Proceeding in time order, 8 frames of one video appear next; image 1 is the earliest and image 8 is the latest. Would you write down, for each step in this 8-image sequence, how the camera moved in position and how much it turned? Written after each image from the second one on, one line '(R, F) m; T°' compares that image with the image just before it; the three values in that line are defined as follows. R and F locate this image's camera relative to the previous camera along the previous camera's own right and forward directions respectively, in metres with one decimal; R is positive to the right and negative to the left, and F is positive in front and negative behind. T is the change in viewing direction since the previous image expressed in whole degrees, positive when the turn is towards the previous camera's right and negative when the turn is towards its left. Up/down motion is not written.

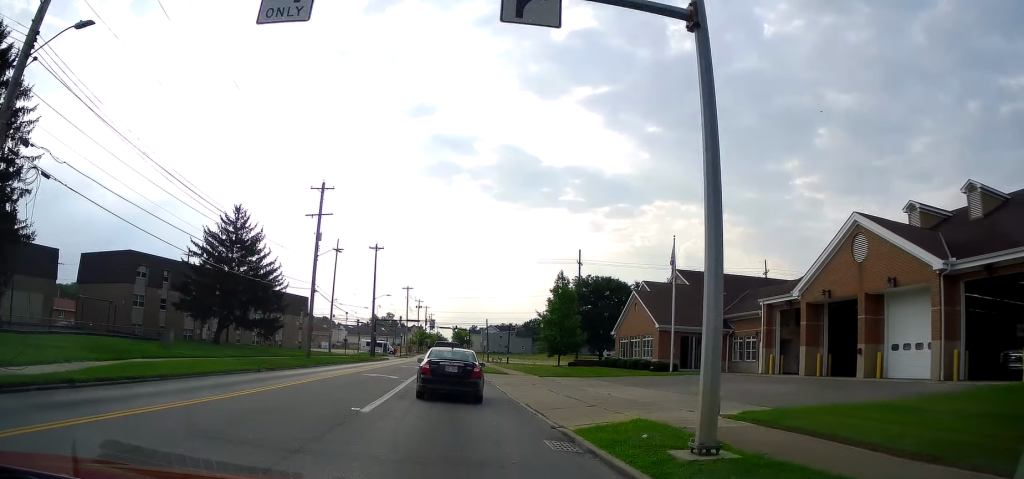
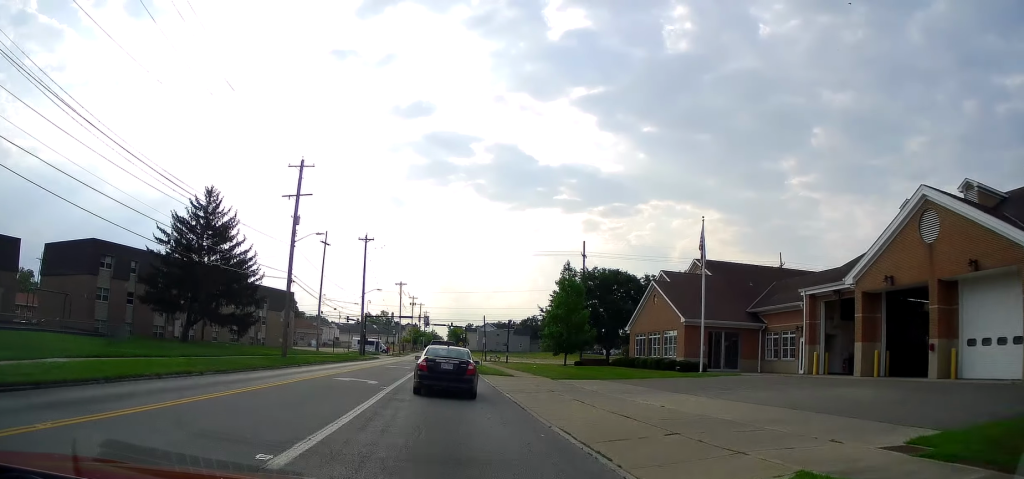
(+0.3, +6.4) m; 0°
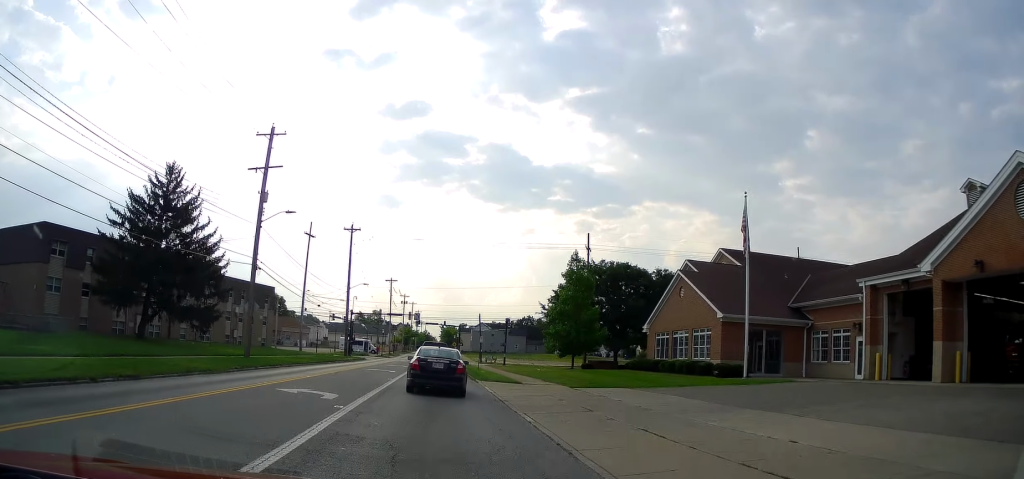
(-0.2, +6.8) m; 0°
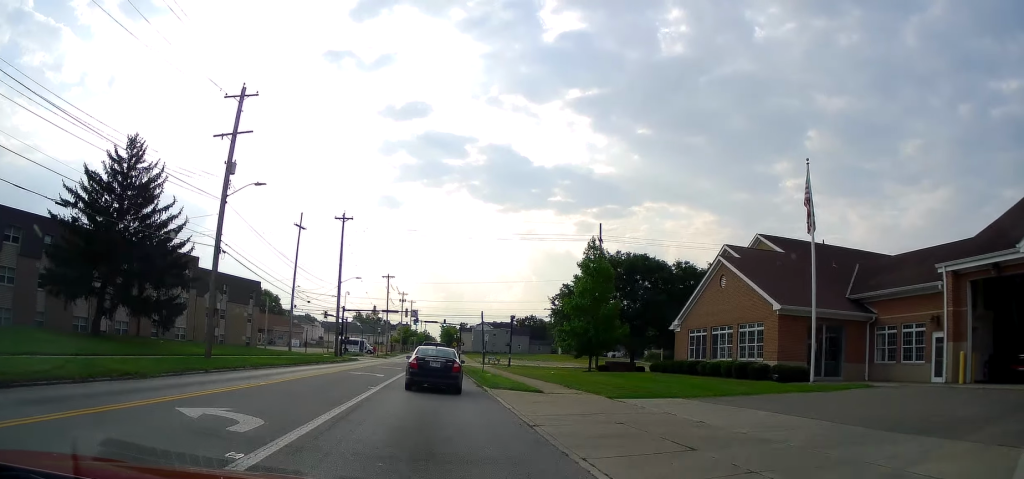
(-0.1, +6.2) m; +1°
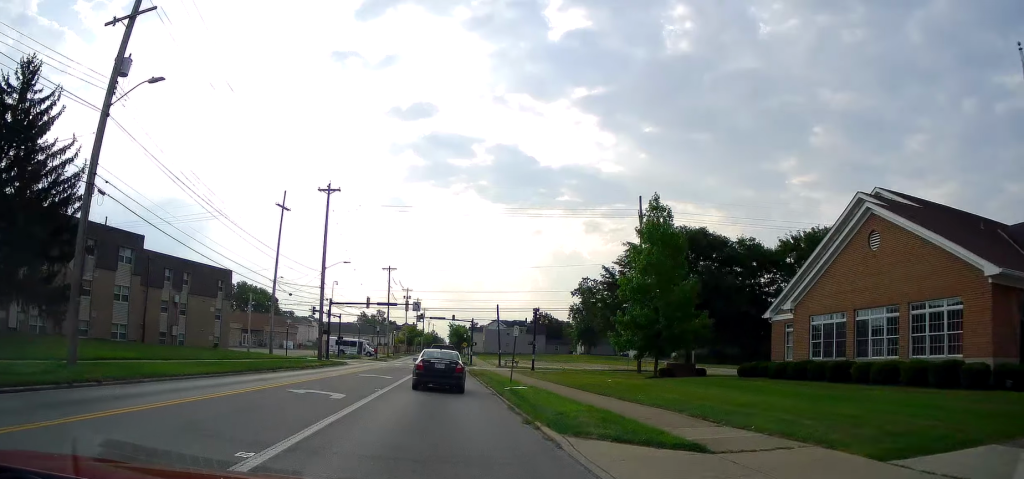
(+0.5, +12.4) m; +2°
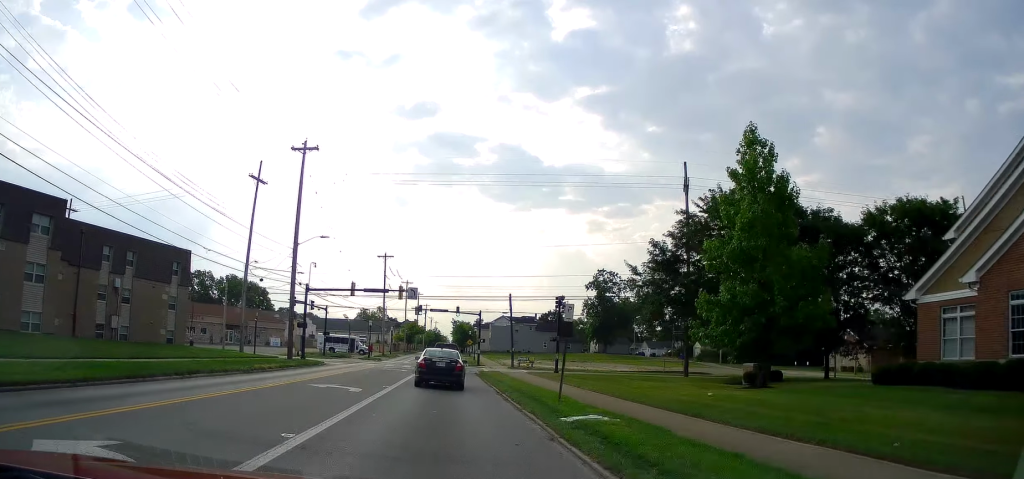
(0.0, +10.9) m; -2°
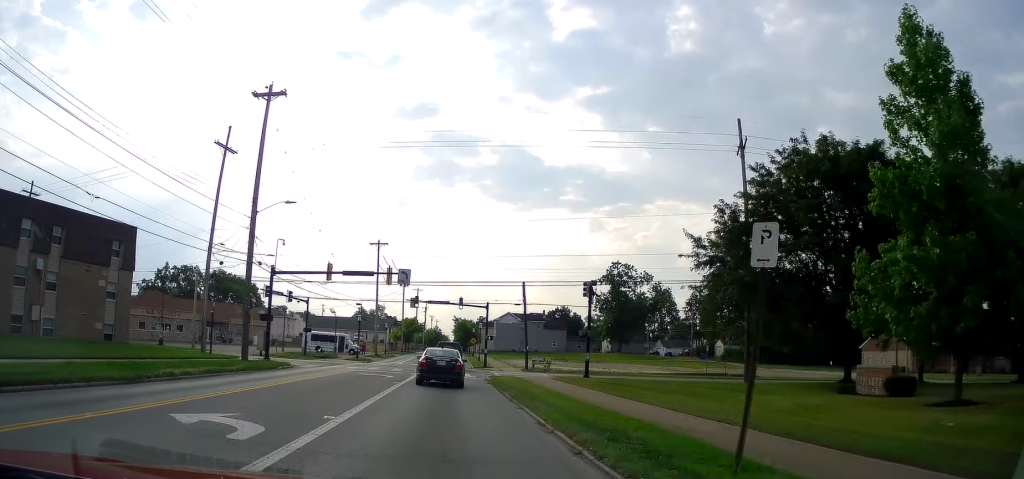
(-0.3, +9.7) m; -1°
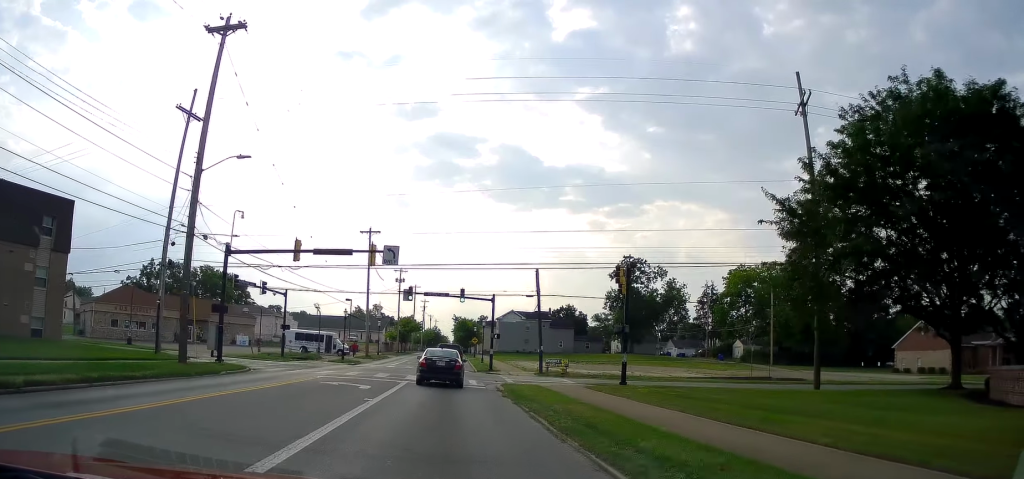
(-0.1, +7.8) m; 0°
